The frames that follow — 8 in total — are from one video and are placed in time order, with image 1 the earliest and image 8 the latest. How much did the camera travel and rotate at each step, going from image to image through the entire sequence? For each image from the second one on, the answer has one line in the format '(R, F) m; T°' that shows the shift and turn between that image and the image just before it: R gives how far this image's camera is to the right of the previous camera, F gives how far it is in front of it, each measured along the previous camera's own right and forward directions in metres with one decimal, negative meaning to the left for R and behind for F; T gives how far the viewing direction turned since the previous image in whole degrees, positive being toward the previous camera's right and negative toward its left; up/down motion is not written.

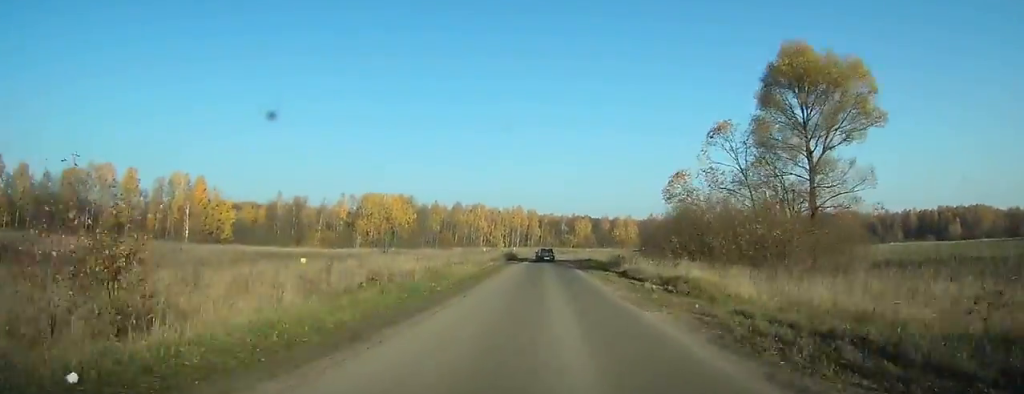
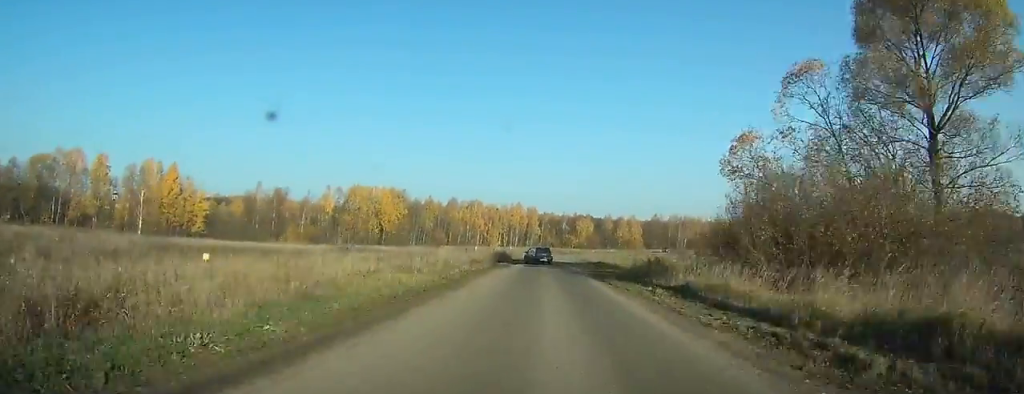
(0.0, +13.0) m; 0°
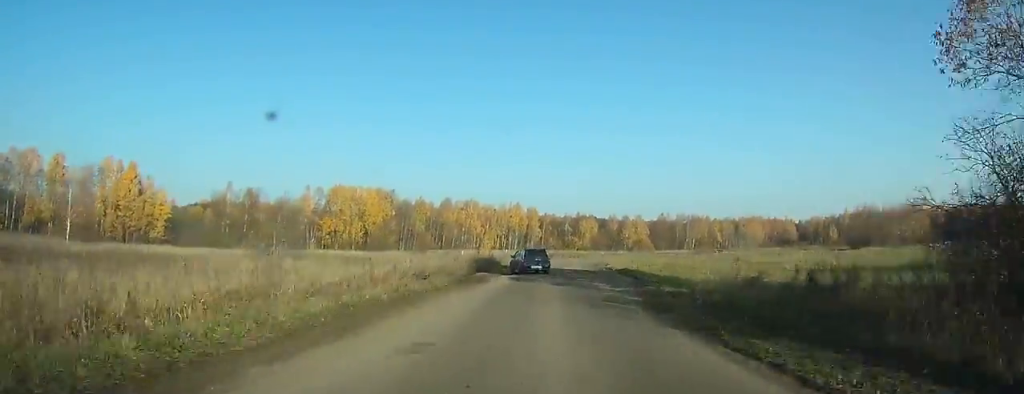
(0.0, +18.2) m; 0°
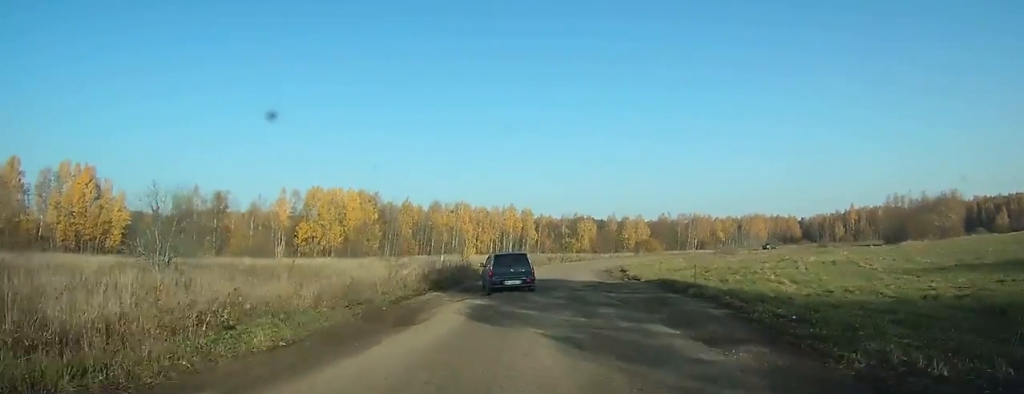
(0.0, +18.5) m; +1°
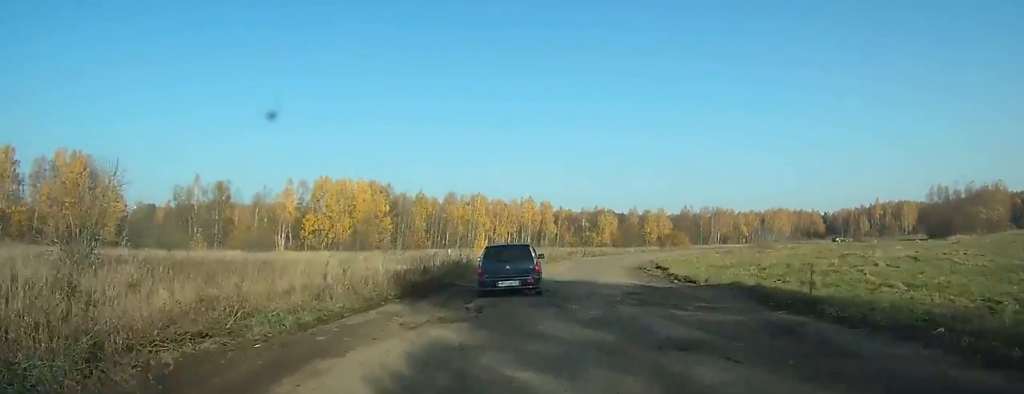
(+0.2, +11.0) m; +1°
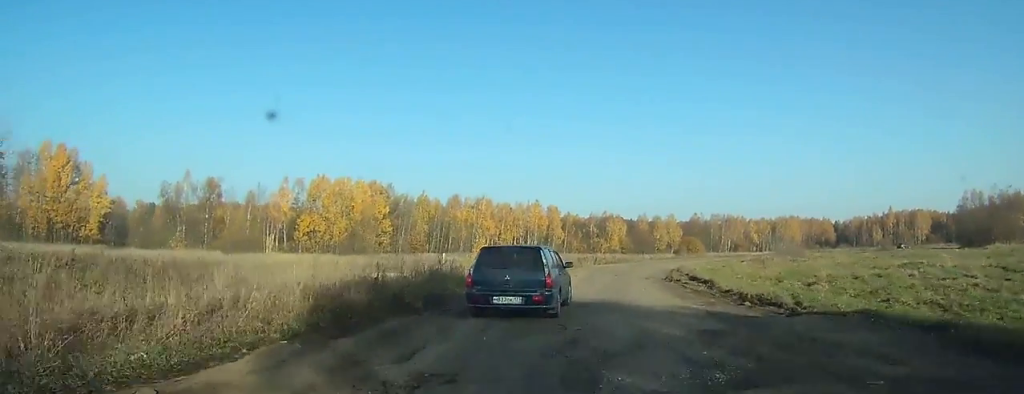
(+0.1, +9.6) m; +1°
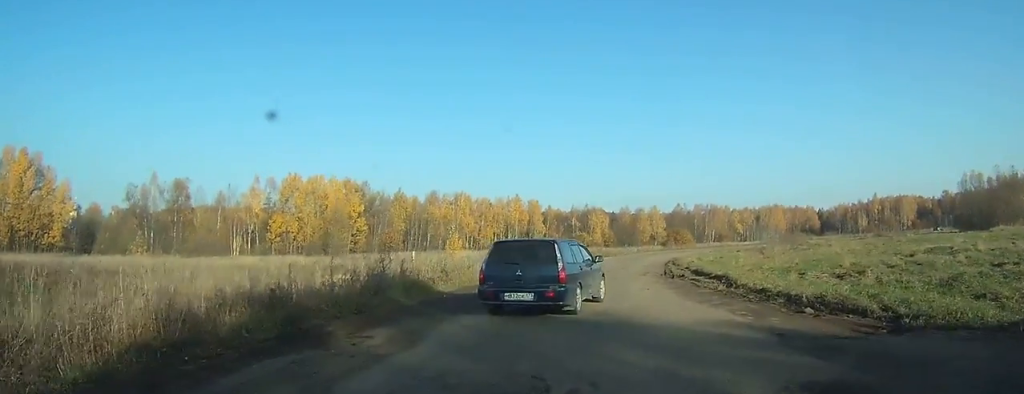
(+0.1, +7.7) m; 0°
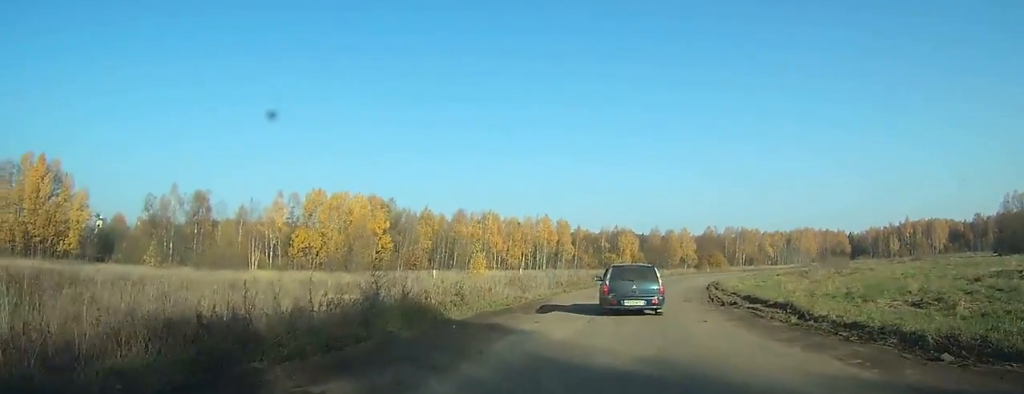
(-0.1, +5.7) m; 0°
